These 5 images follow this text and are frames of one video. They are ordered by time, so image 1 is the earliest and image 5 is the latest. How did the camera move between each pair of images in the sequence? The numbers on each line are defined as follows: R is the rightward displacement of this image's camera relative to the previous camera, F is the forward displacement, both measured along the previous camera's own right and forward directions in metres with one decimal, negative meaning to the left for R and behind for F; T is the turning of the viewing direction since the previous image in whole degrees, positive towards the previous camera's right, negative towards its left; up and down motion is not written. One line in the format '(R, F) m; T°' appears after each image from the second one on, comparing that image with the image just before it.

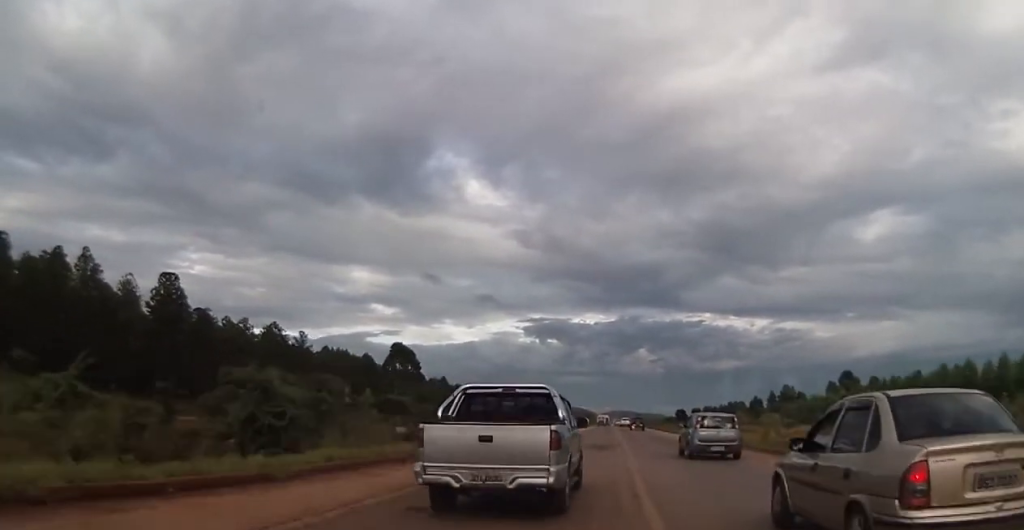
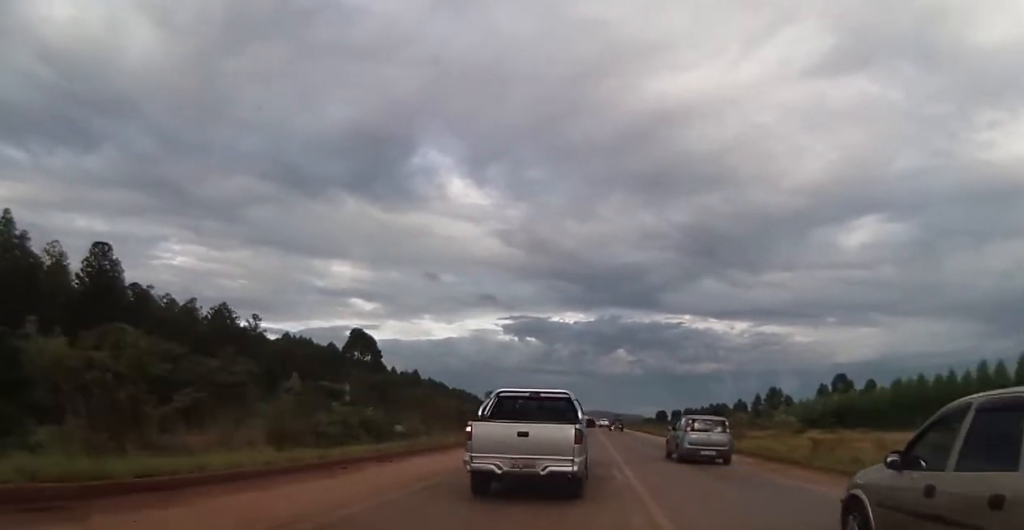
(+0.1, +11.2) m; 0°
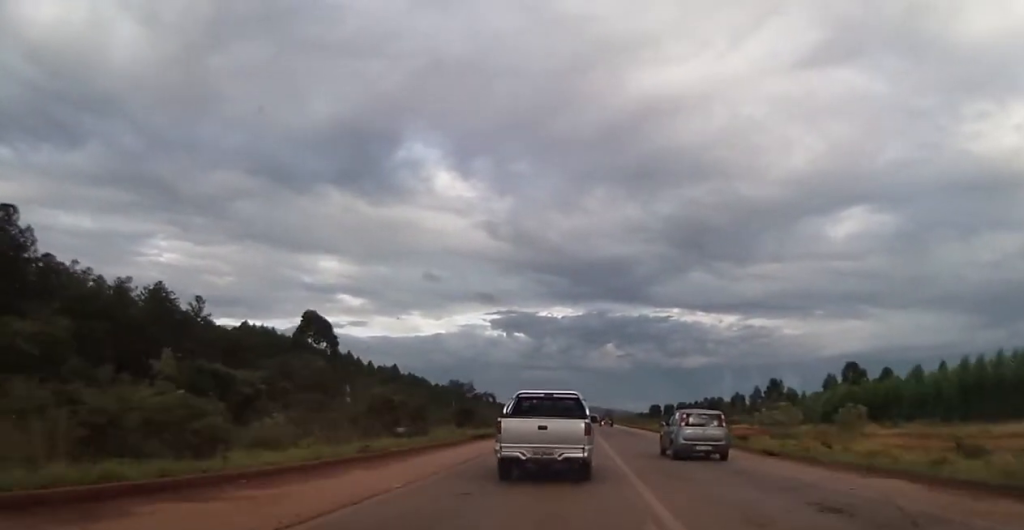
(-0.1, +15.3) m; -1°
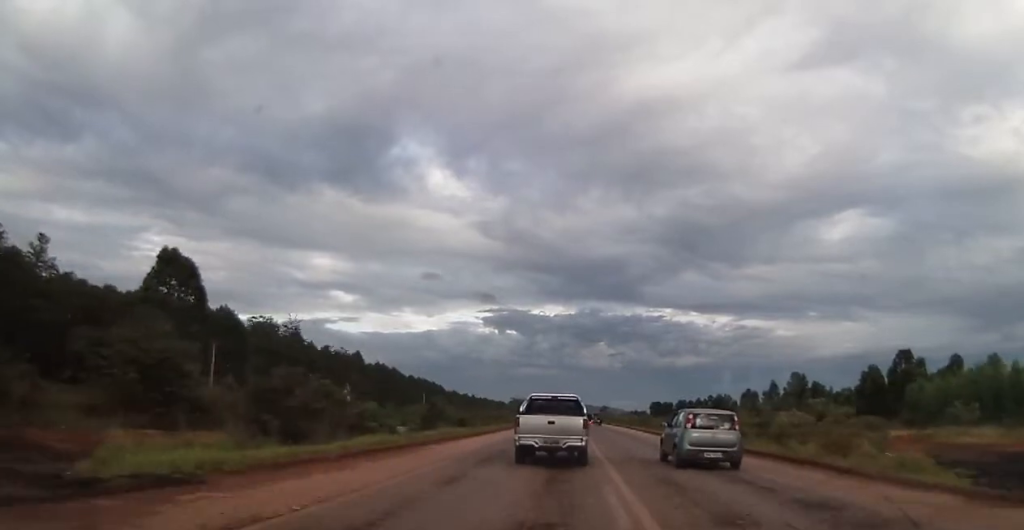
(+1.6, +34.2) m; +4°
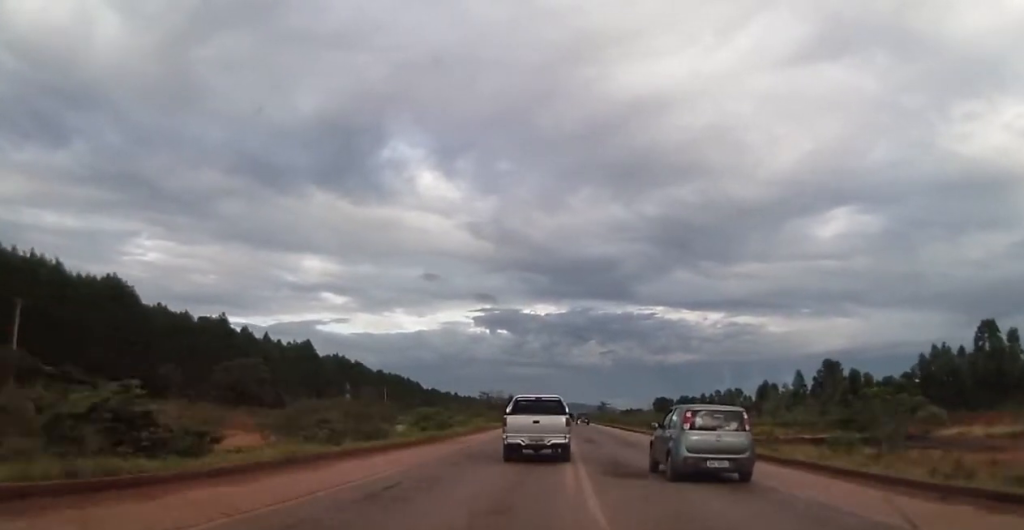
(-0.6, +35.6) m; 0°
